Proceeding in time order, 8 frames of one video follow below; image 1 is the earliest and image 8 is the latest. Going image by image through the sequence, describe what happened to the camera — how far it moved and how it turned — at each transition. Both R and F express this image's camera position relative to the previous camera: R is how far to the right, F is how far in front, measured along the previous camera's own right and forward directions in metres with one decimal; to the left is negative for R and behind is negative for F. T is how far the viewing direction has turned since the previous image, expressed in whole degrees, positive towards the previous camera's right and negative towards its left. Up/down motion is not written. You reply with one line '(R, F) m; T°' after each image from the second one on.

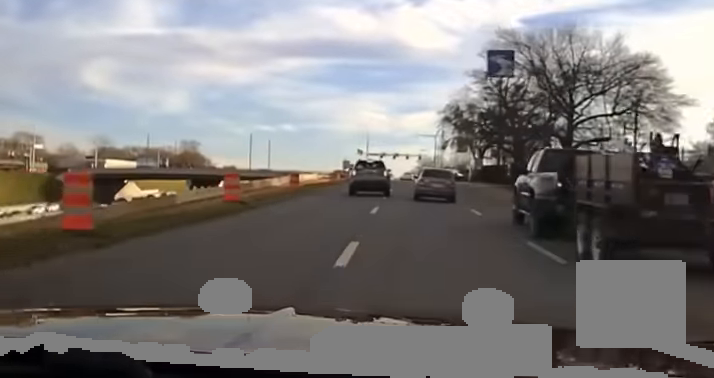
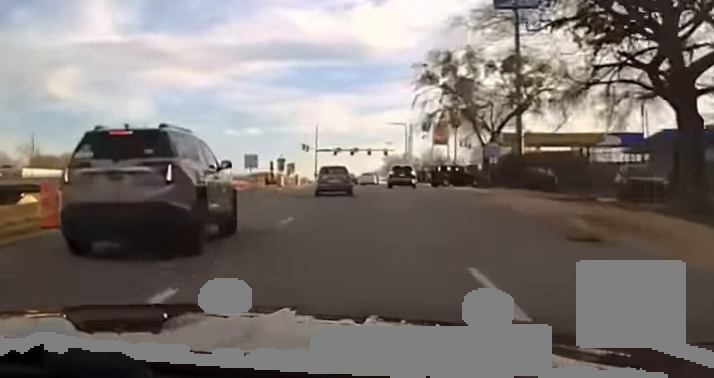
(+0.1, +36.2) m; 0°
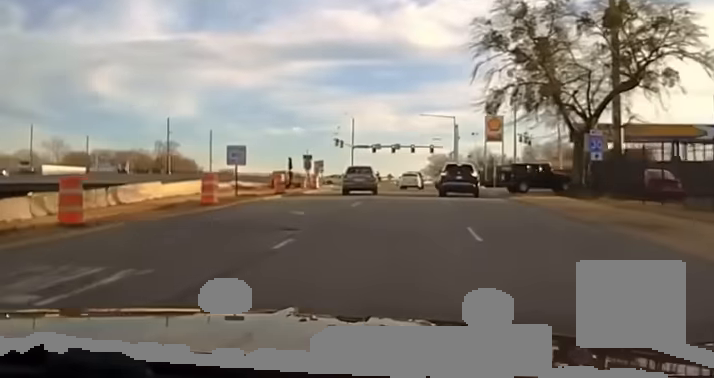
(-0.1, +15.5) m; -1°
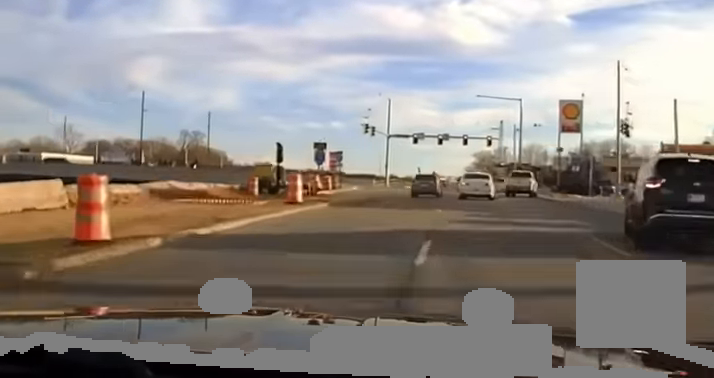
(-0.9, +26.4) m; -3°
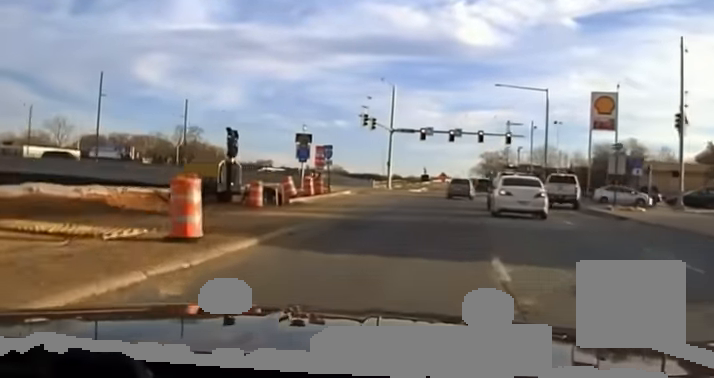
(-0.3, +14.2) m; 0°
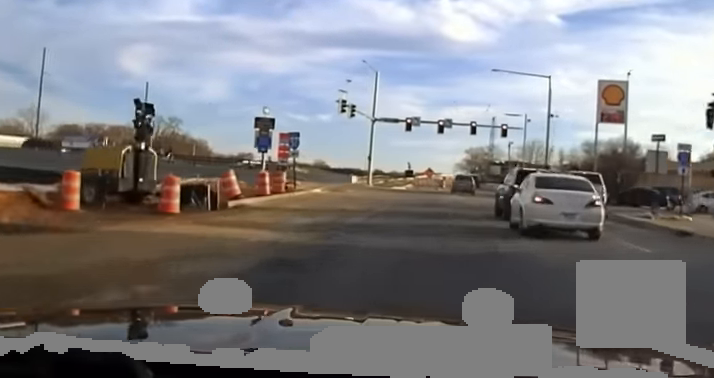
(+0.2, +9.5) m; +1°
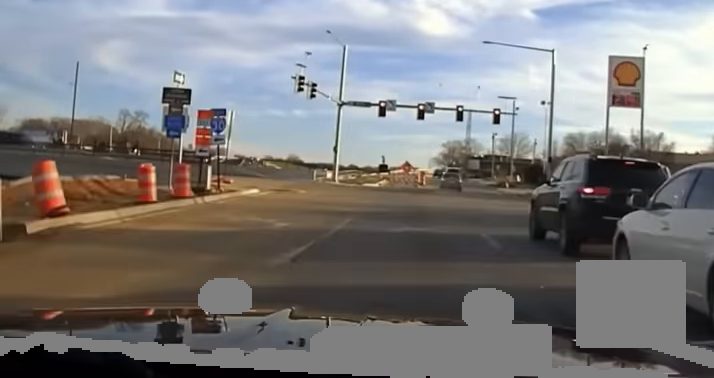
(+0.1, +12.5) m; +2°
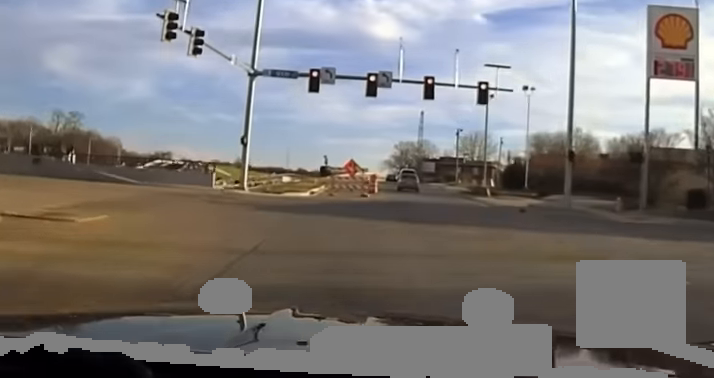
(+0.5, +21.9) m; +3°
